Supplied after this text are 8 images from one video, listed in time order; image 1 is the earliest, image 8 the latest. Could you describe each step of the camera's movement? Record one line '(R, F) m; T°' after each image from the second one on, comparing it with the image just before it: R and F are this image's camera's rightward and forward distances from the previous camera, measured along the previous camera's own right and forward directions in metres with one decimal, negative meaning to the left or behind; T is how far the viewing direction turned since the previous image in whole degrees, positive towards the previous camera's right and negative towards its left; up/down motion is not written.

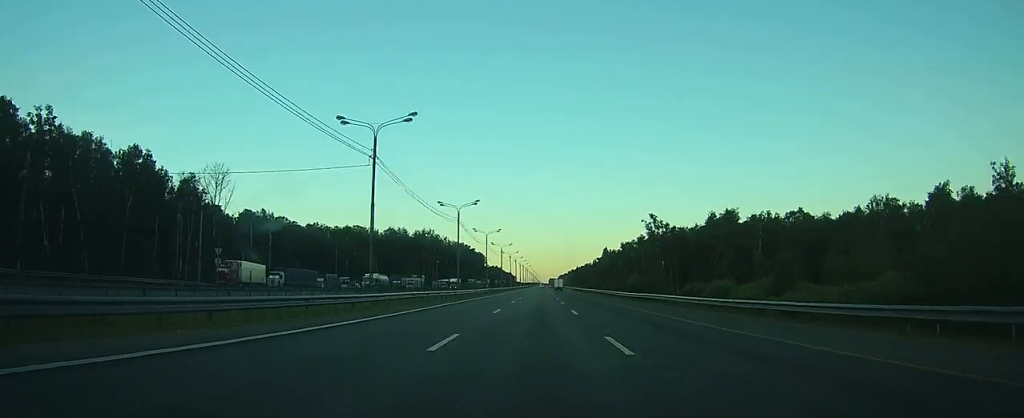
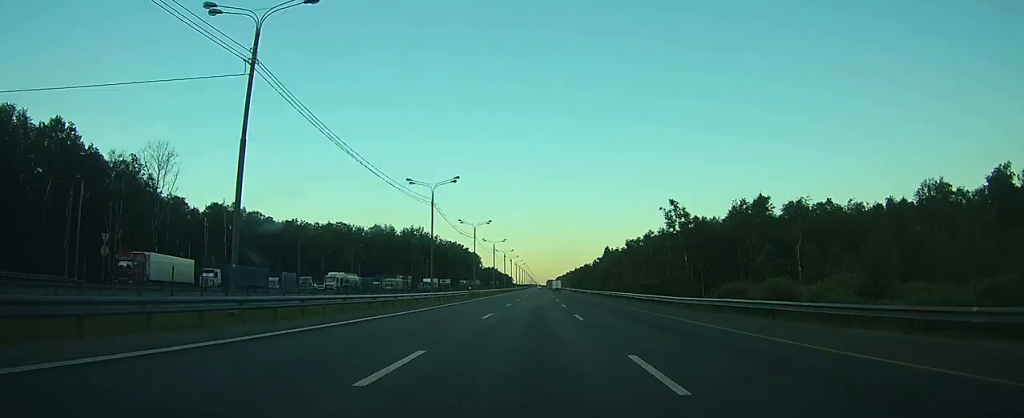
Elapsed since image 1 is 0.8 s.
(+0.1, +20.3) m; 0°
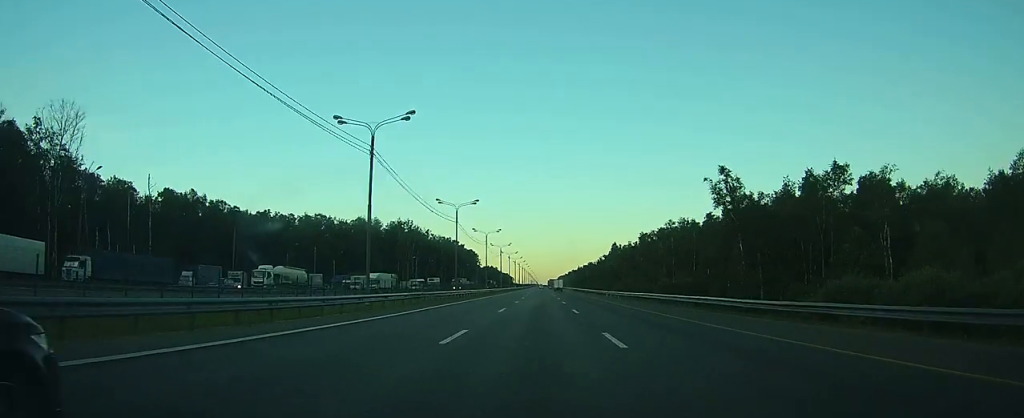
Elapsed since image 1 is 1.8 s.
(+0.1, +26.7) m; 0°
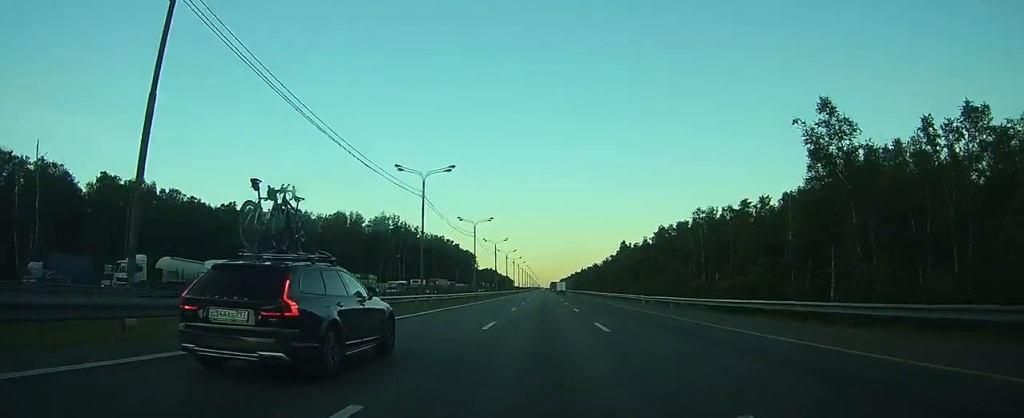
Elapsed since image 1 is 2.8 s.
(0.0, +26.9) m; 0°
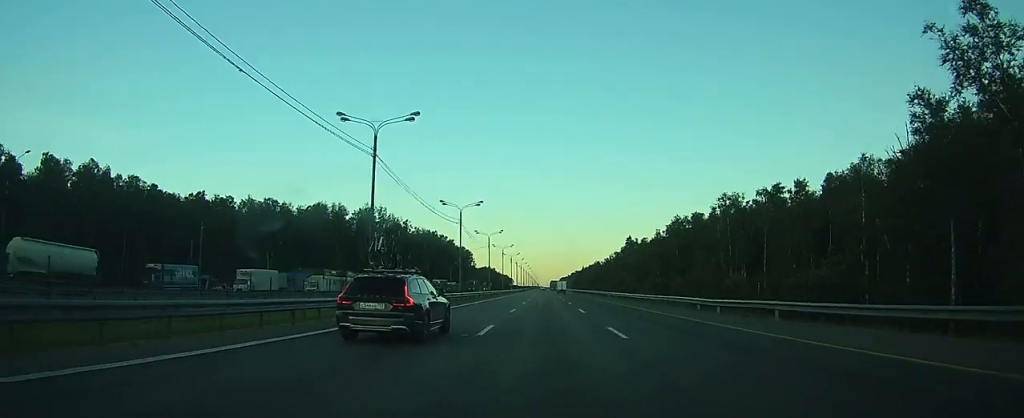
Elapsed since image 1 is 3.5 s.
(0.0, +18.9) m; 0°
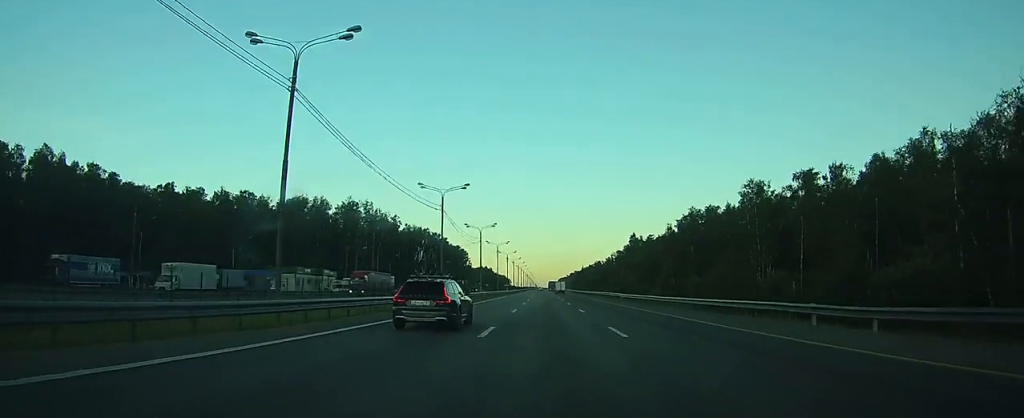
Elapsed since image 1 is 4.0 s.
(0.0, +15.4) m; 0°
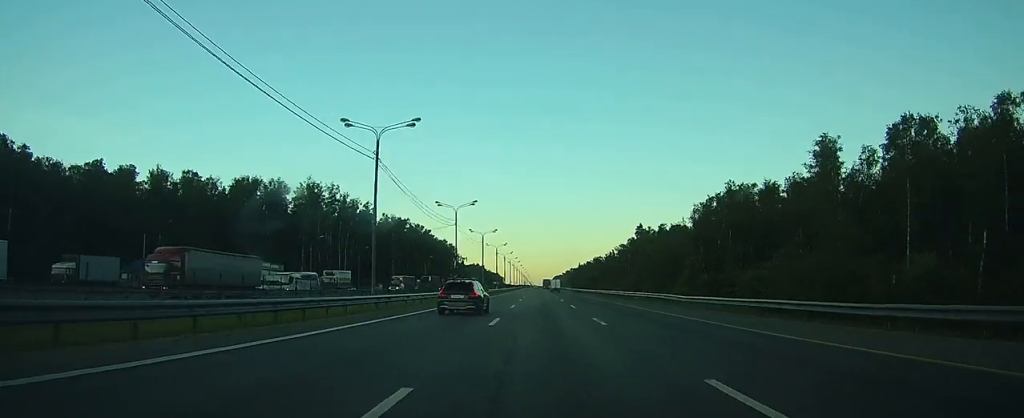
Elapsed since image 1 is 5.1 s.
(0.0, +28.2) m; 0°
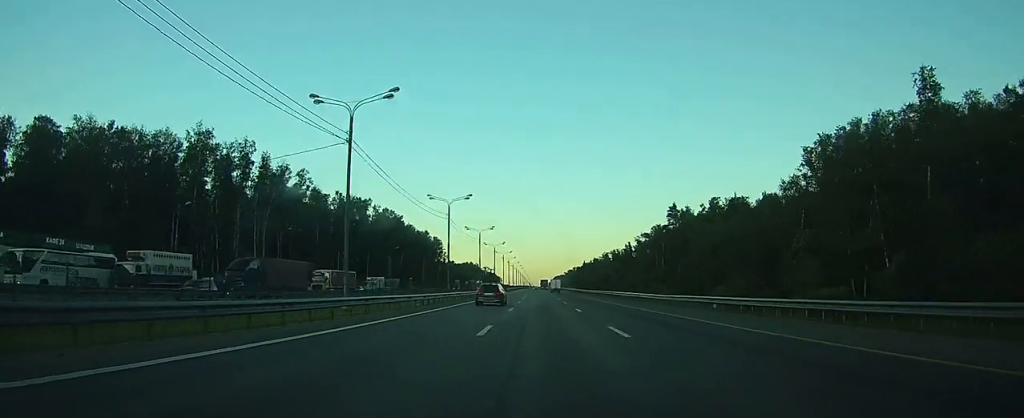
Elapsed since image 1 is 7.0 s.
(+0.1, +51.8) m; 0°
